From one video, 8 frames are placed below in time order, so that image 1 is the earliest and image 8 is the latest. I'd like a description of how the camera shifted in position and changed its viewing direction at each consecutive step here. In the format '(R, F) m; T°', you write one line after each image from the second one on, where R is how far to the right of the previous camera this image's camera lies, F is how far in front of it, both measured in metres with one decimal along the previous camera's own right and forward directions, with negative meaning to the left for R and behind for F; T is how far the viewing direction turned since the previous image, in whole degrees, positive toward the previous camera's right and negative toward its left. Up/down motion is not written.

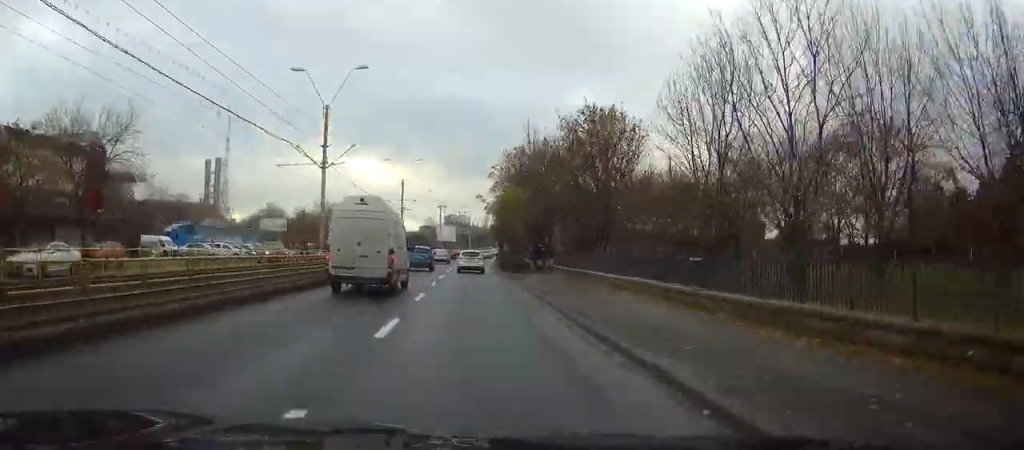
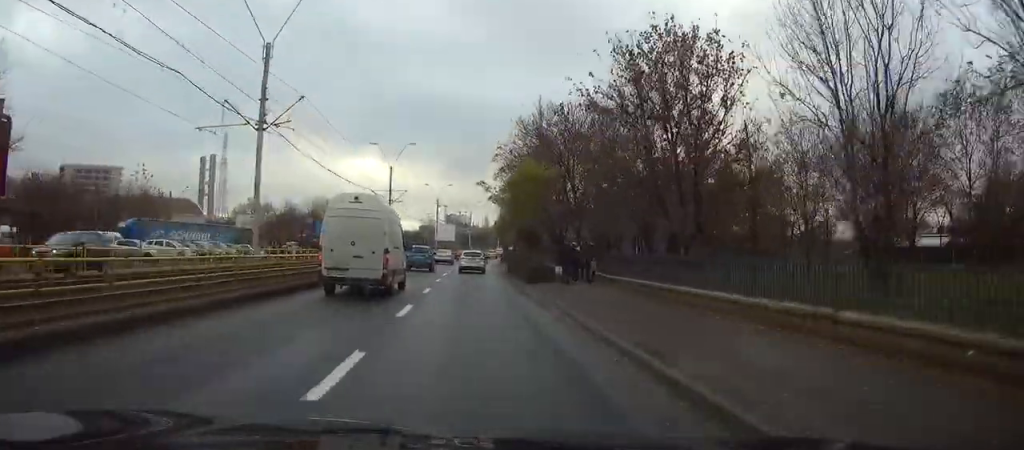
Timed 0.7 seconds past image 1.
(0.0, +13.2) m; +1°
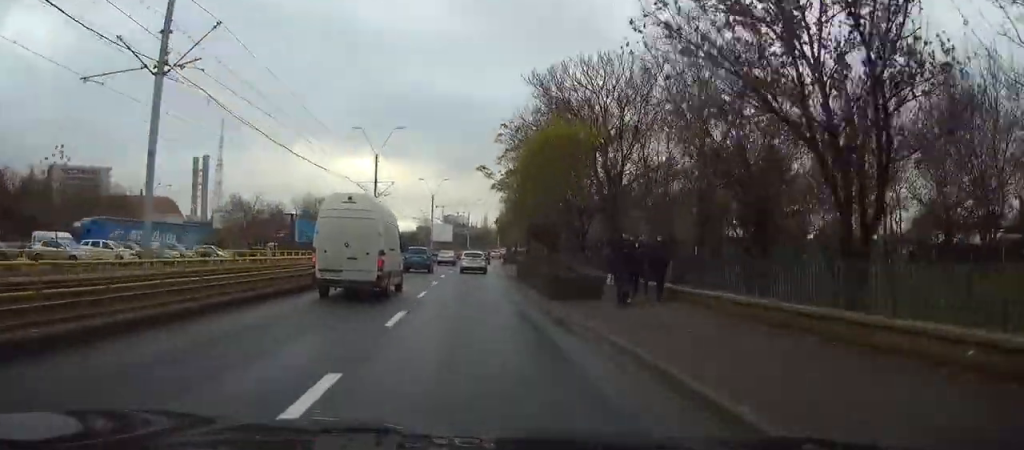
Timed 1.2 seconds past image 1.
(+0.1, +10.1) m; 0°
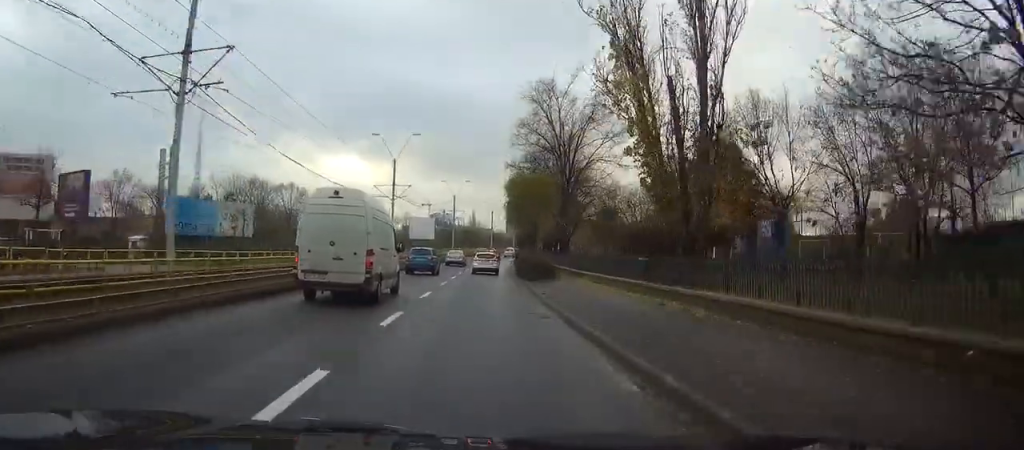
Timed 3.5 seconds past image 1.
(+0.3, +41.7) m; +1°
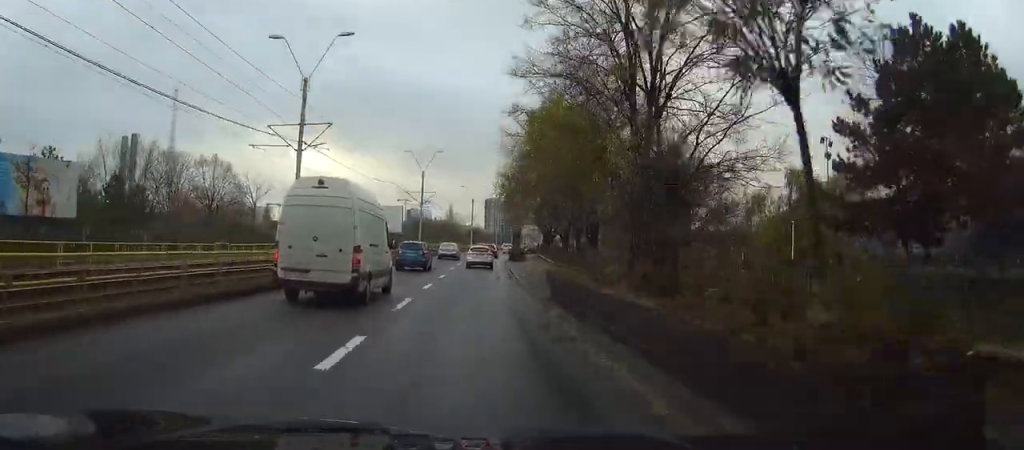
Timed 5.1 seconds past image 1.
(+0.3, +30.1) m; +2°
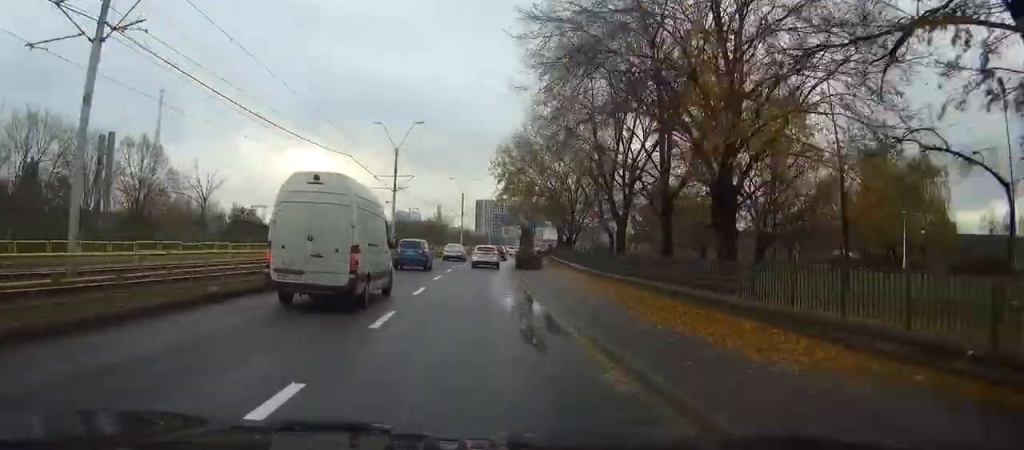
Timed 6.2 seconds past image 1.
(+0.2, +20.6) m; +1°
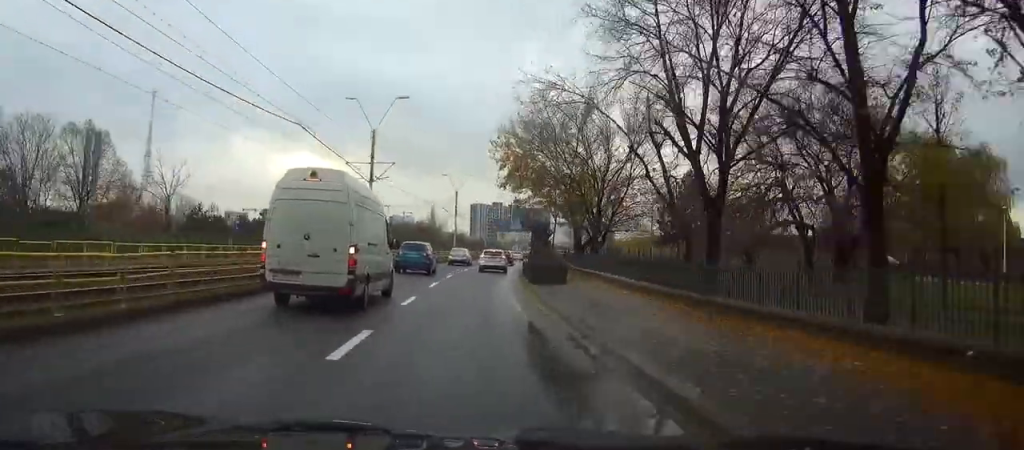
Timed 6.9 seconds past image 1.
(+0.1, +12.0) m; 0°
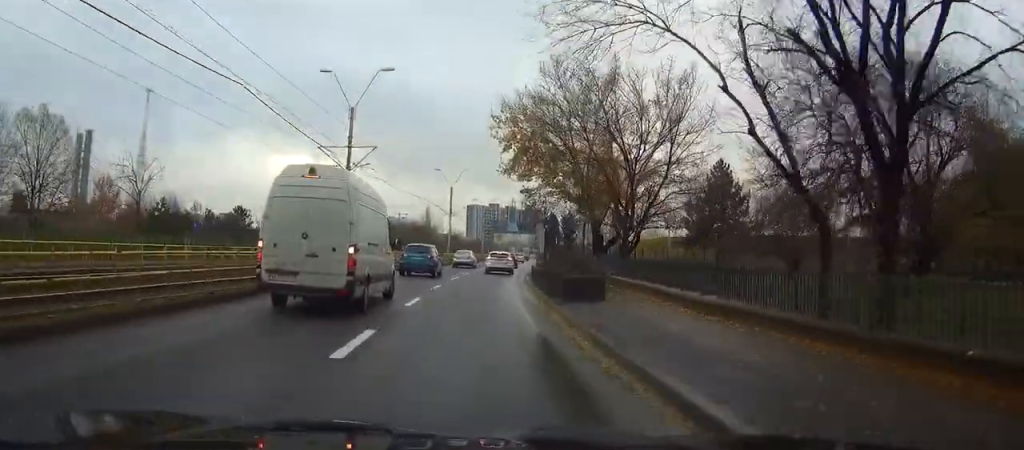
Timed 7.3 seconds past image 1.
(0.0, +7.5) m; 0°
